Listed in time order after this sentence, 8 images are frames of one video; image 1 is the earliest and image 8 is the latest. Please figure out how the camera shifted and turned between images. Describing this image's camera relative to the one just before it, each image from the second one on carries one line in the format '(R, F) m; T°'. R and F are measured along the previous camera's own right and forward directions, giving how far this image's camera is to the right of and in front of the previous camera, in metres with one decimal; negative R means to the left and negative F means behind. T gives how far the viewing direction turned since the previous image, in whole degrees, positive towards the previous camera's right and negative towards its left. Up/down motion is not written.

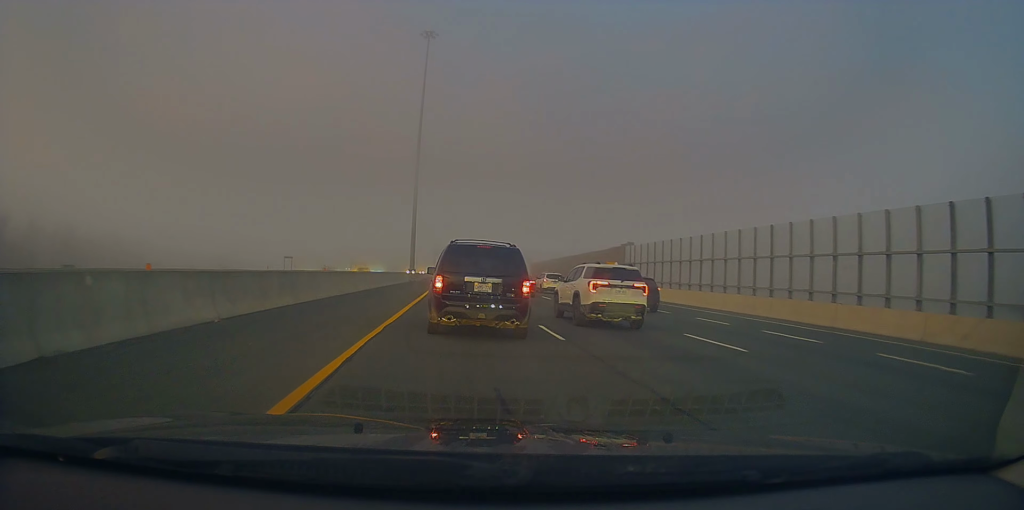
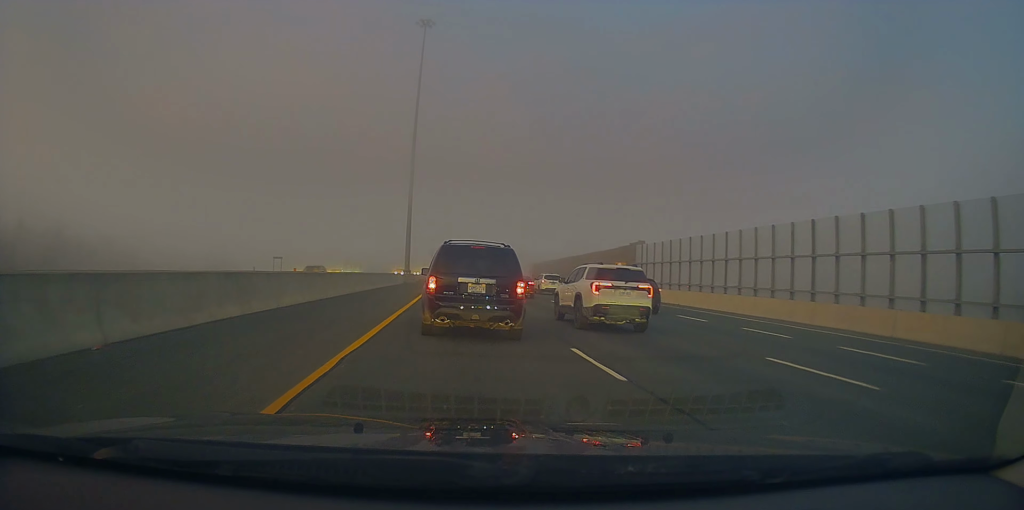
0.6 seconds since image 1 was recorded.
(+0.1, +3.9) m; 0°
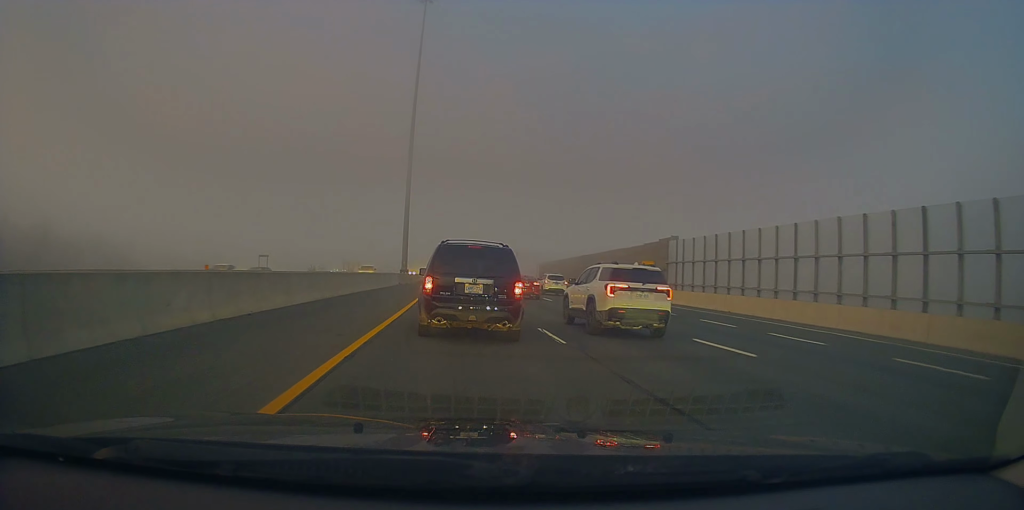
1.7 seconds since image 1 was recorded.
(-0.2, +7.1) m; -2°
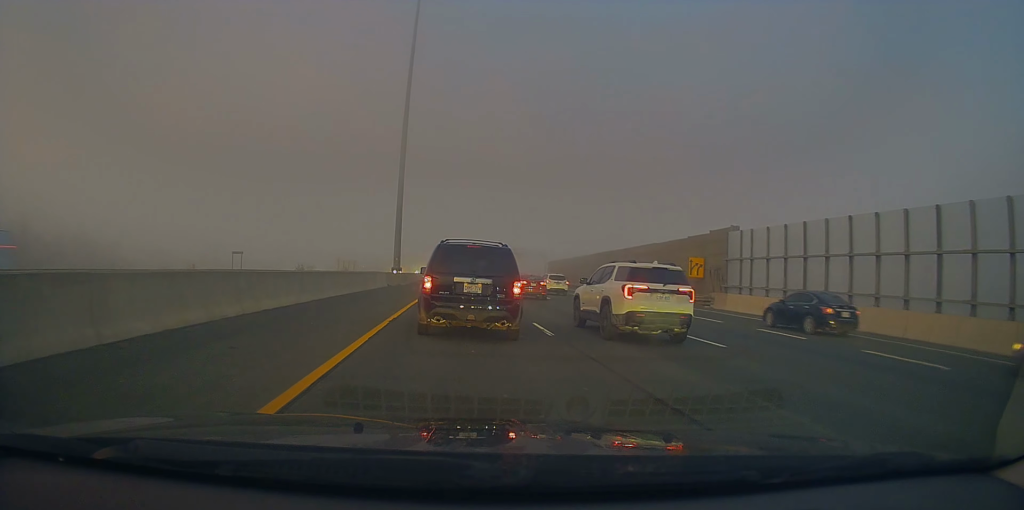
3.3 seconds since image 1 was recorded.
(+0.2, +11.3) m; +3°
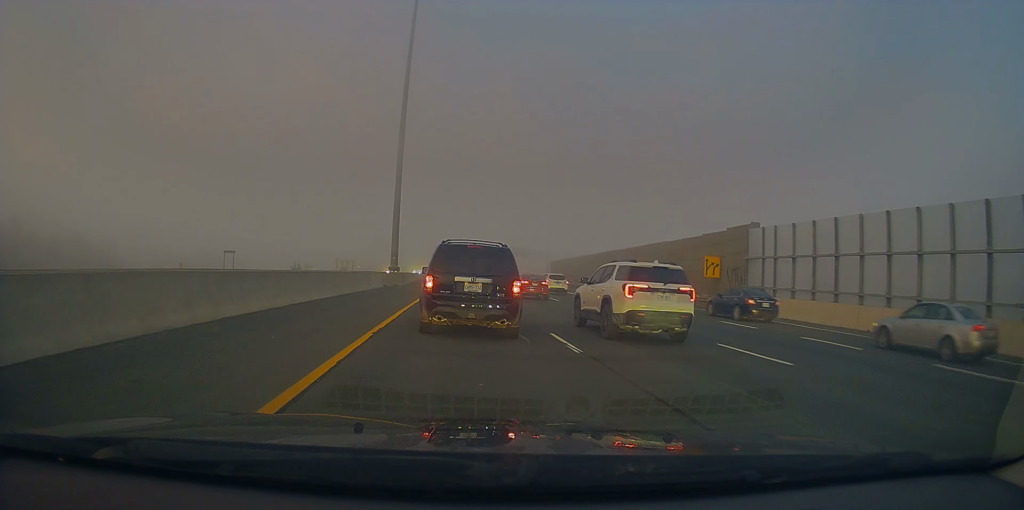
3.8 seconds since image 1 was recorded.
(0.0, +3.1) m; +1°
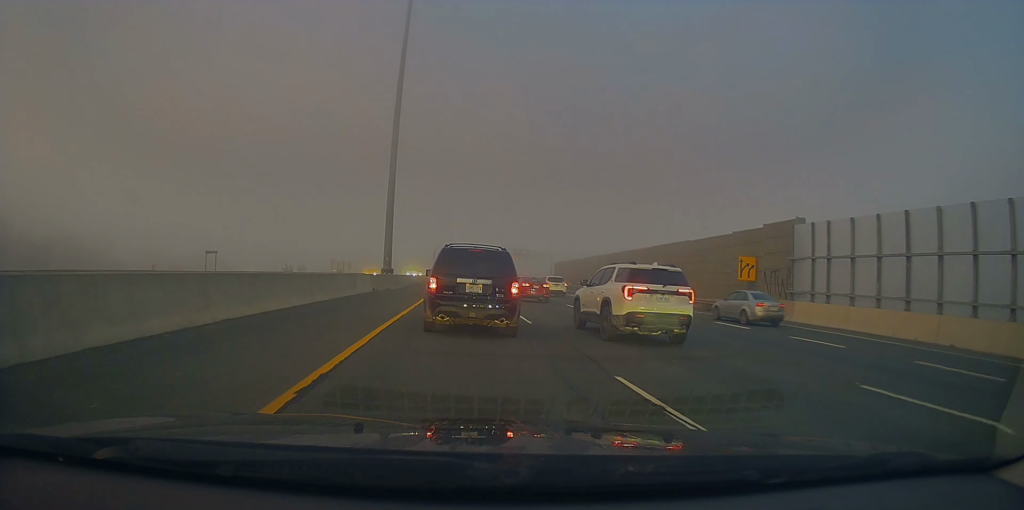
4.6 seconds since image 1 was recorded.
(0.0, +5.0) m; 0°
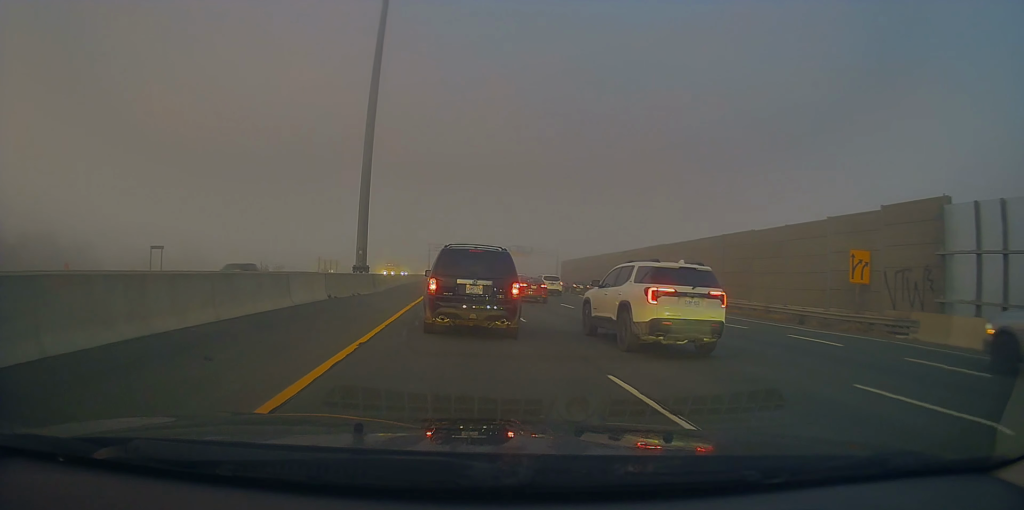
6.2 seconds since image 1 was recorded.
(-0.2, +11.3) m; -1°
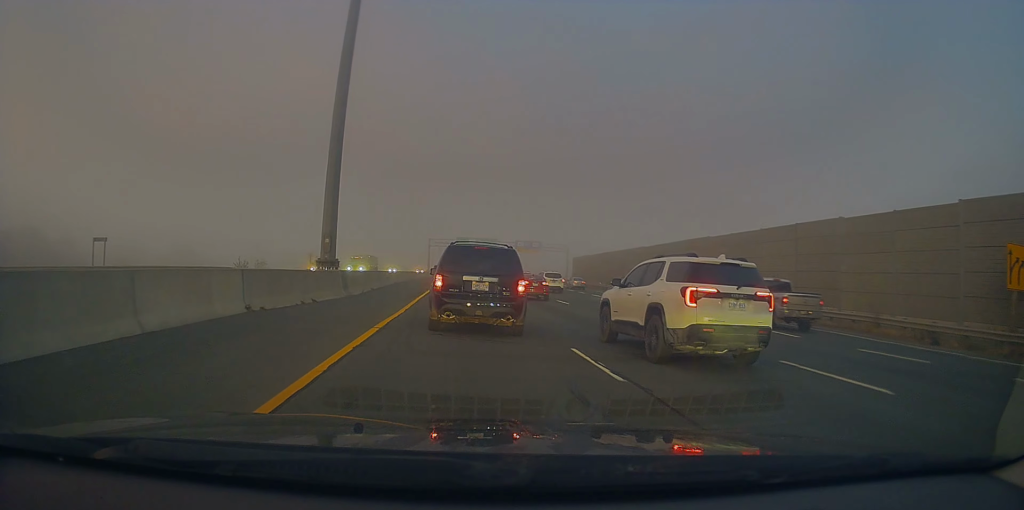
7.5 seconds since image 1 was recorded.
(+0.1, +9.9) m; +2°
